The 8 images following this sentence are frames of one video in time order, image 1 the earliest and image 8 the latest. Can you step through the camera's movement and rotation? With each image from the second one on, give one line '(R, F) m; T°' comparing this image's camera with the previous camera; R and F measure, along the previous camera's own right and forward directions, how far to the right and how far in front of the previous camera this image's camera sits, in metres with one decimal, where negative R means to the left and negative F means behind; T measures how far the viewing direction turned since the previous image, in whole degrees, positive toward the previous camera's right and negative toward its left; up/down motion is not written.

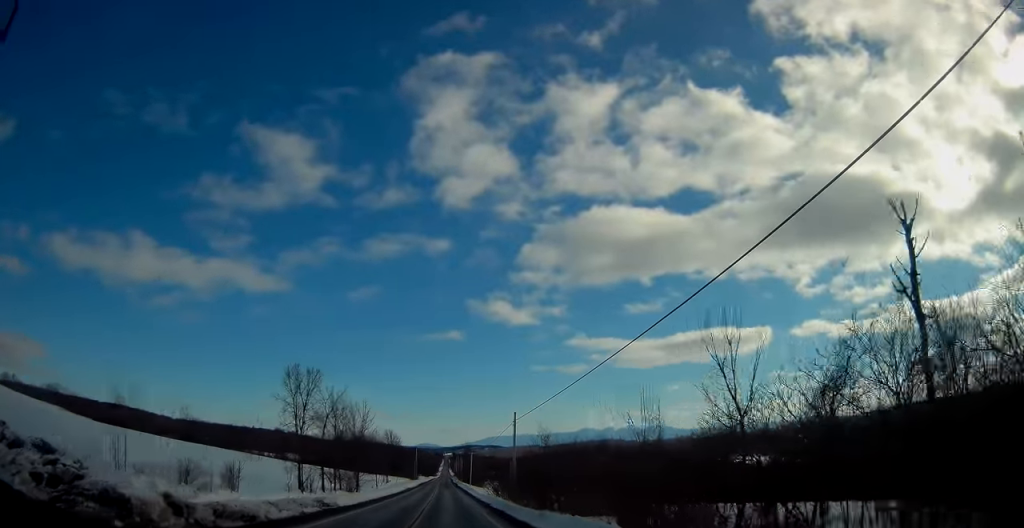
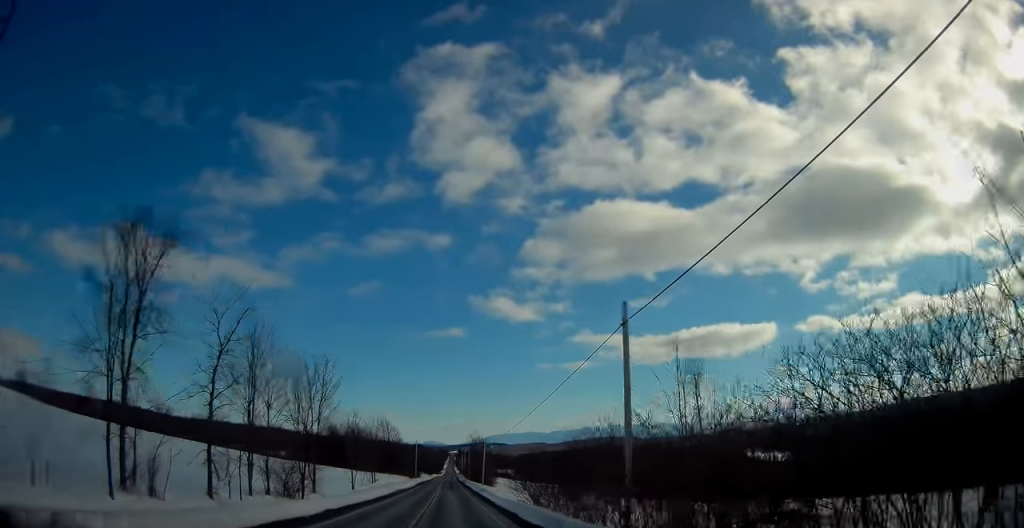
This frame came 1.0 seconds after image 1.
(+0.1, +26.2) m; 0°
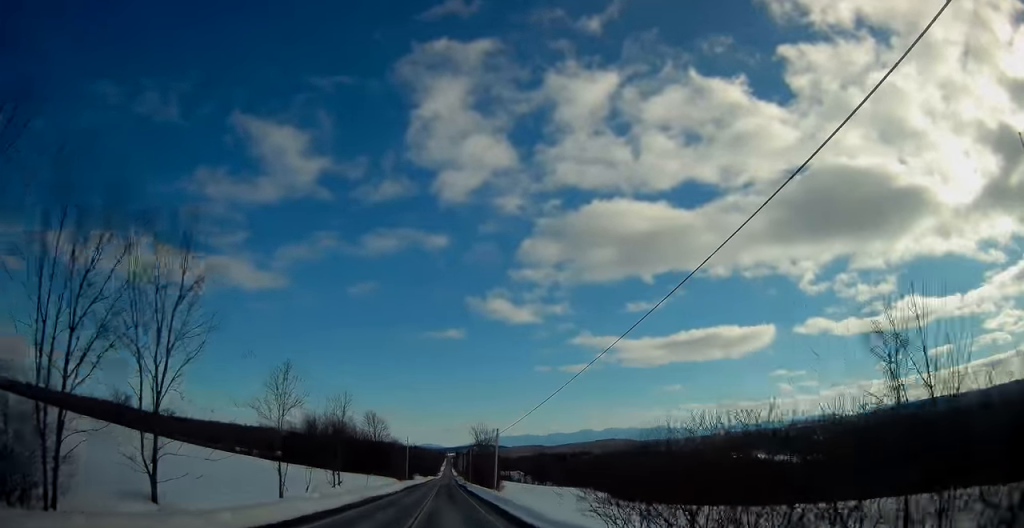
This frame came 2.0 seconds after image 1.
(0.0, +26.6) m; 0°
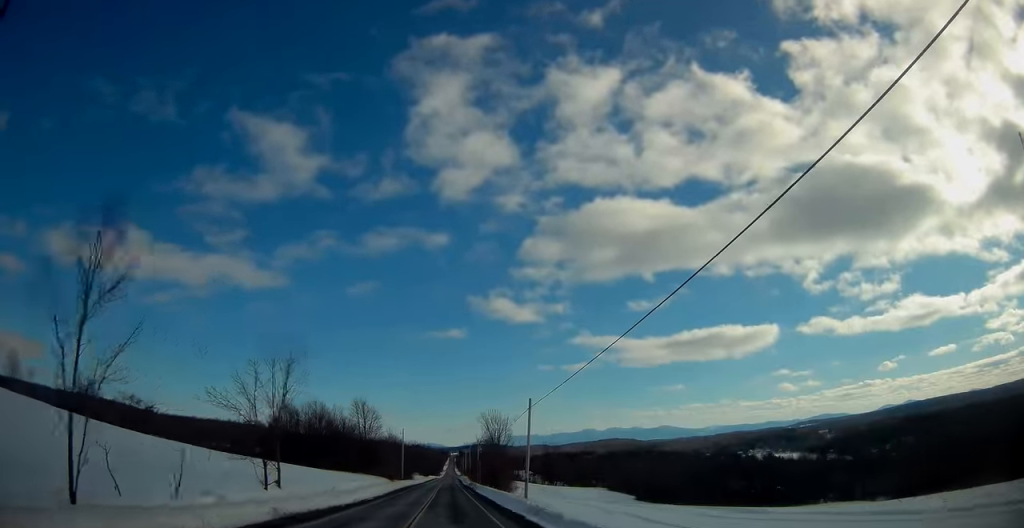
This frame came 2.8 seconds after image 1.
(-0.1, +22.3) m; 0°
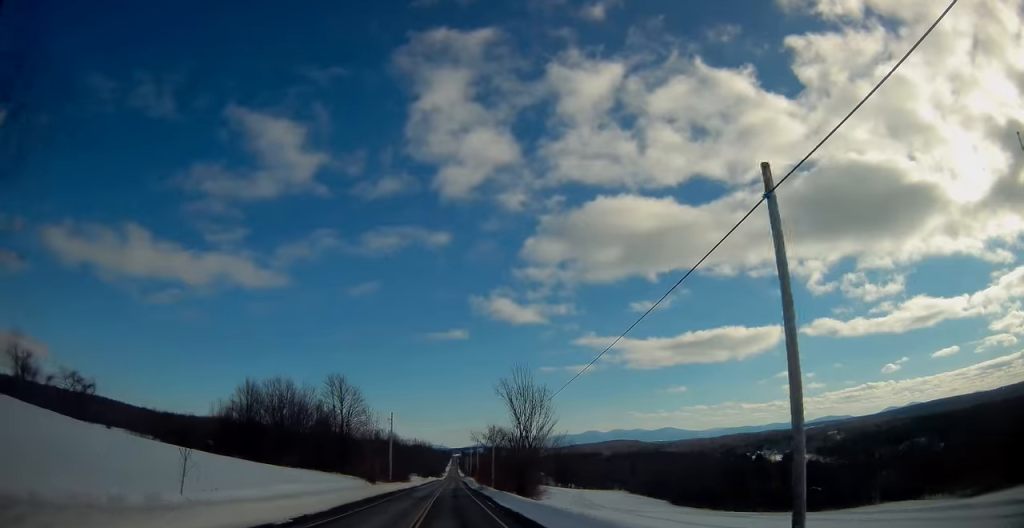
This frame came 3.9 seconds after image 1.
(+0.1, +29.5) m; 0°
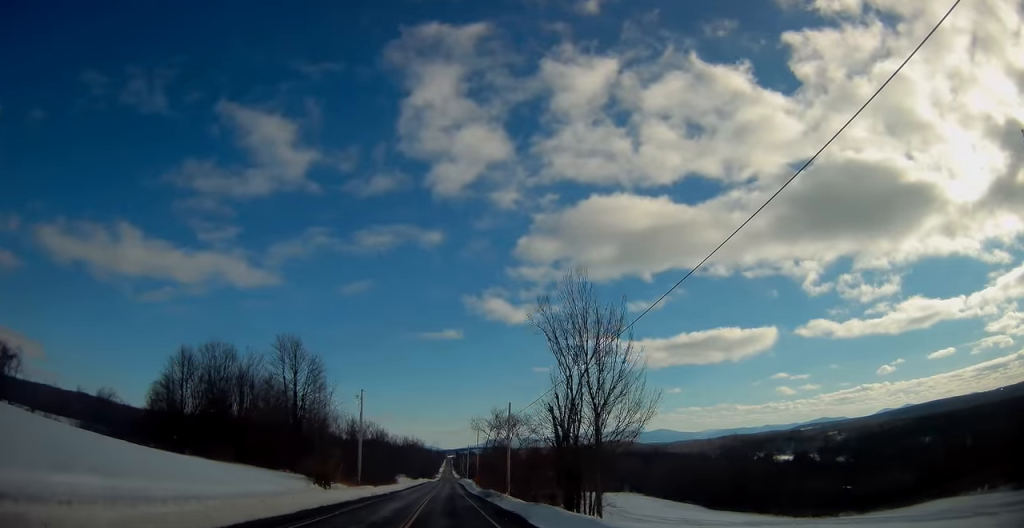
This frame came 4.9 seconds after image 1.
(0.0, +26.0) m; 0°
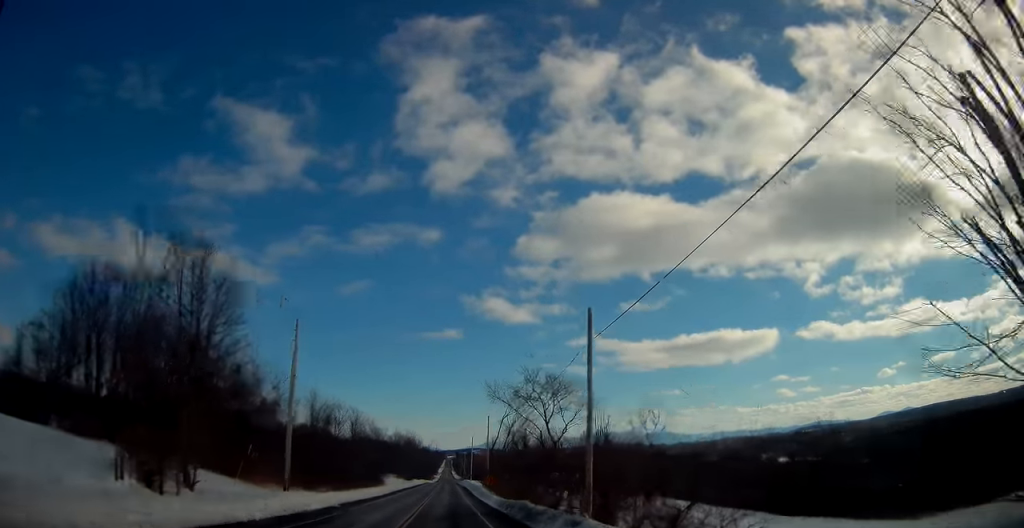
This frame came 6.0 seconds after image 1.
(0.0, +28.9) m; 0°
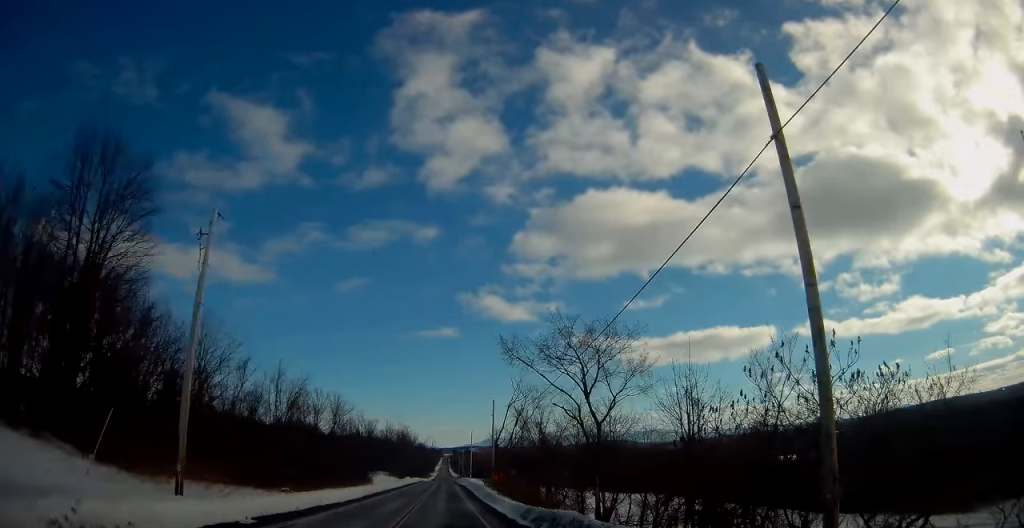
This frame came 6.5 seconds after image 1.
(0.0, +14.5) m; 0°
